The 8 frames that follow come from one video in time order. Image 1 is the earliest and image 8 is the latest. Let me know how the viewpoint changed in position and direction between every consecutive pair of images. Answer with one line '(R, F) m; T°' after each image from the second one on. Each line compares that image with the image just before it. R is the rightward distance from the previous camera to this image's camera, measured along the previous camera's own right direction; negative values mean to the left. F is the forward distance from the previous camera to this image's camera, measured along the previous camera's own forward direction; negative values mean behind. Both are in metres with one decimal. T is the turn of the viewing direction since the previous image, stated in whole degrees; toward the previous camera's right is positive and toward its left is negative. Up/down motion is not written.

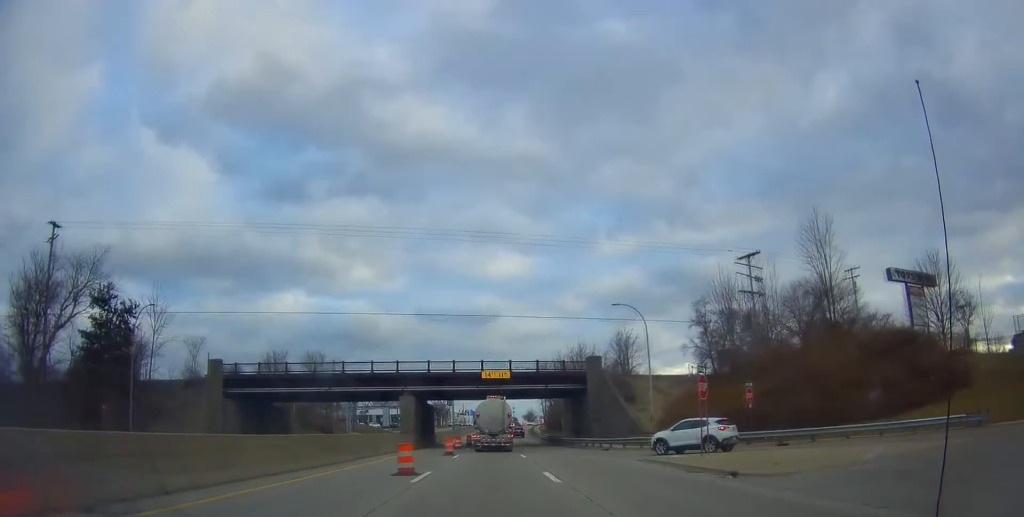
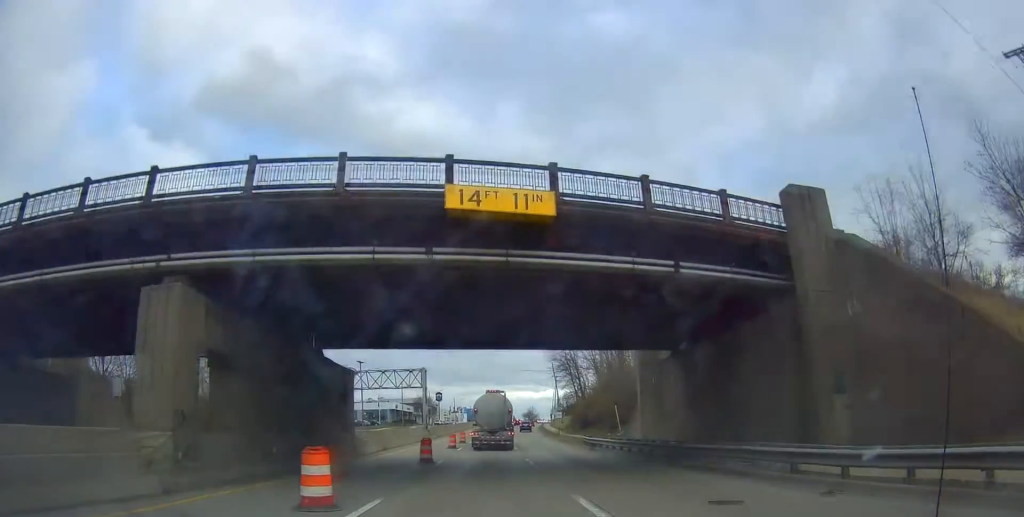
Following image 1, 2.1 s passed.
(0.0, +37.8) m; 0°
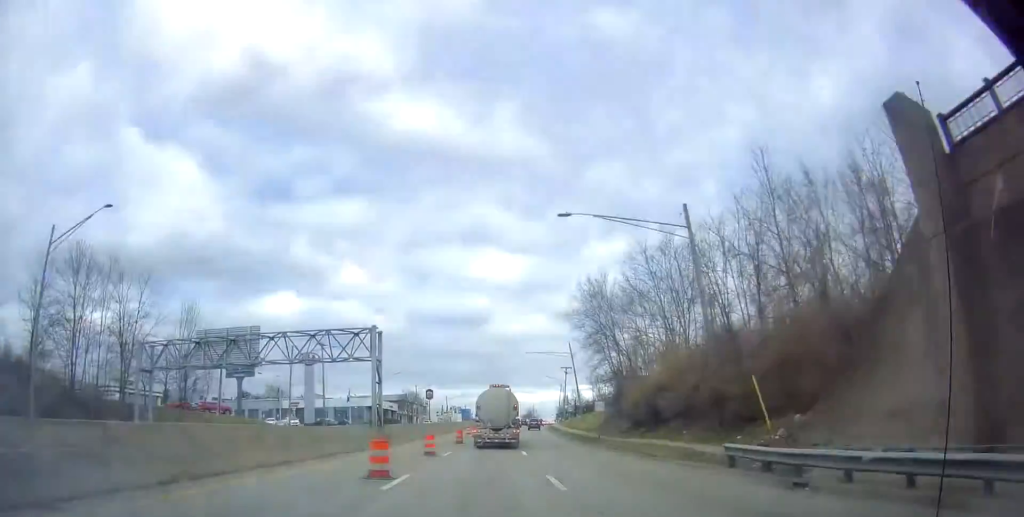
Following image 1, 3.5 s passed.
(+0.6, +25.0) m; +2°
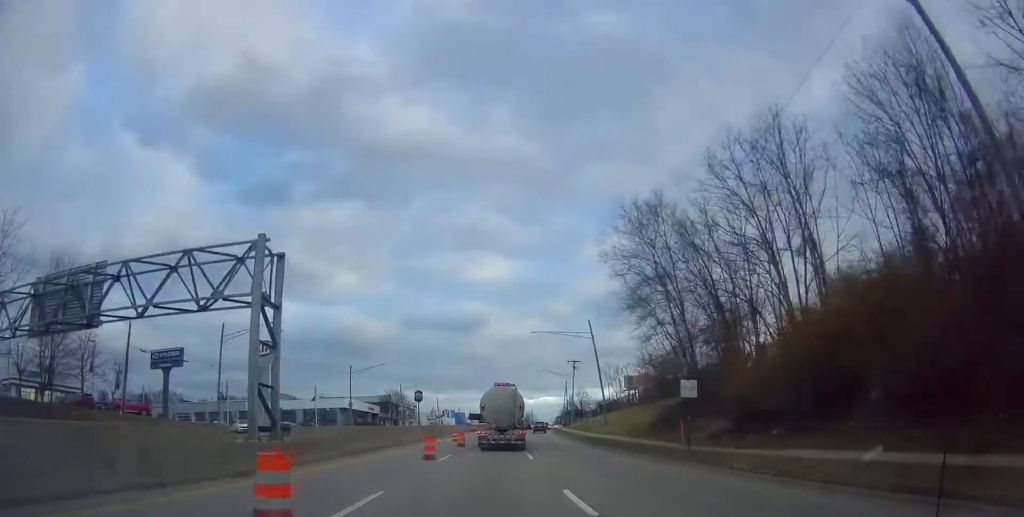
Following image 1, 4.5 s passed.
(+0.2, +18.4) m; 0°
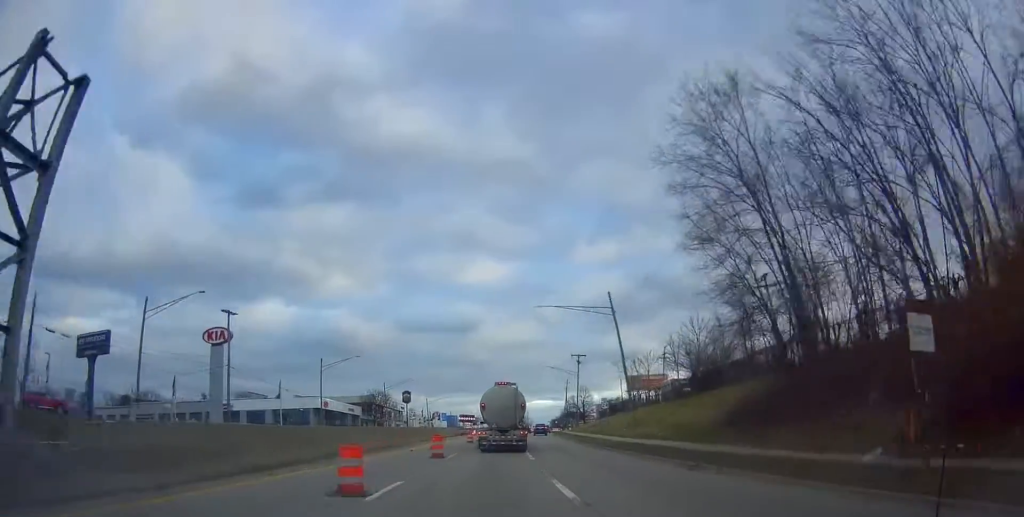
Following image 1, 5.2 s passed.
(-0.3, +12.8) m; -1°
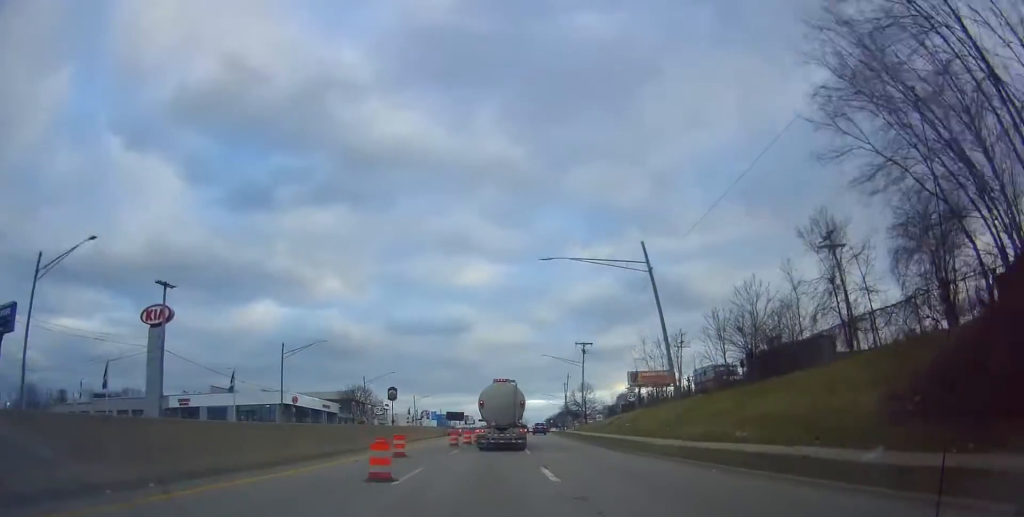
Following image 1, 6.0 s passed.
(0.0, +12.5) m; +1°
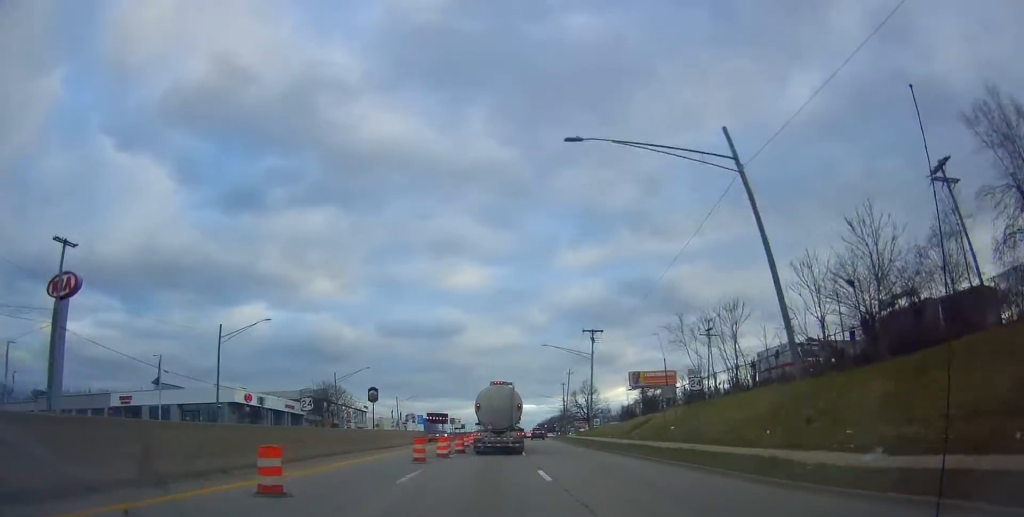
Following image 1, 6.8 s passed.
(+0.2, +14.3) m; +2°
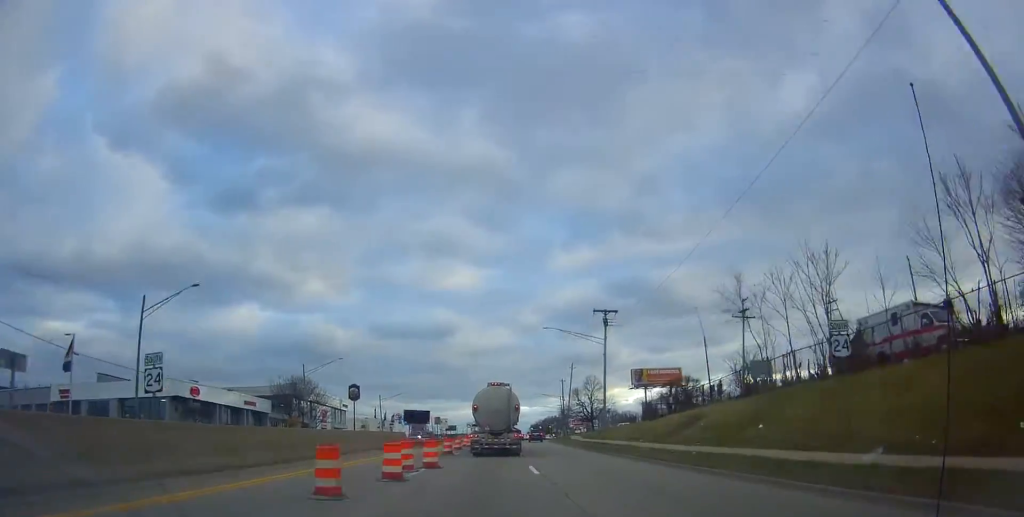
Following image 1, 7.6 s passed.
(+0.2, +12.4) m; +1°
